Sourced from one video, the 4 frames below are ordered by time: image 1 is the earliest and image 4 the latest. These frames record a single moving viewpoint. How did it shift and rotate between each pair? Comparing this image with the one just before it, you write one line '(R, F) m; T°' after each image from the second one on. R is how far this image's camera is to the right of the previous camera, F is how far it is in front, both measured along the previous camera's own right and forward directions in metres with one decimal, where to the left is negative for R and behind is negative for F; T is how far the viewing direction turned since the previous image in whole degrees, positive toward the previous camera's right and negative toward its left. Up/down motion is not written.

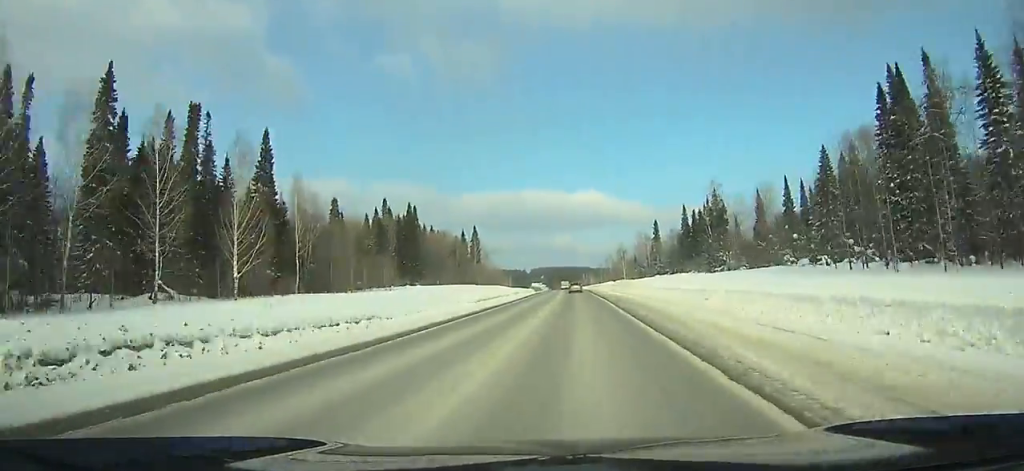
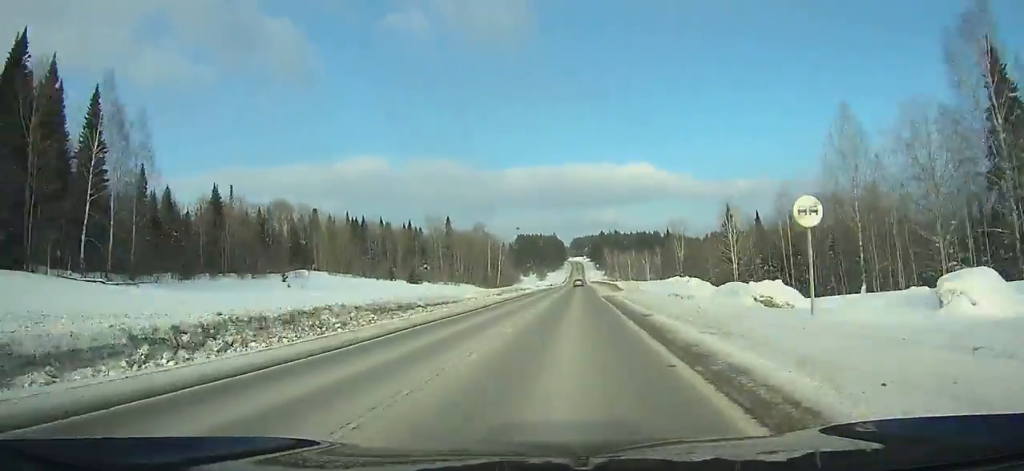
(-7.9, +239.1) m; -4°
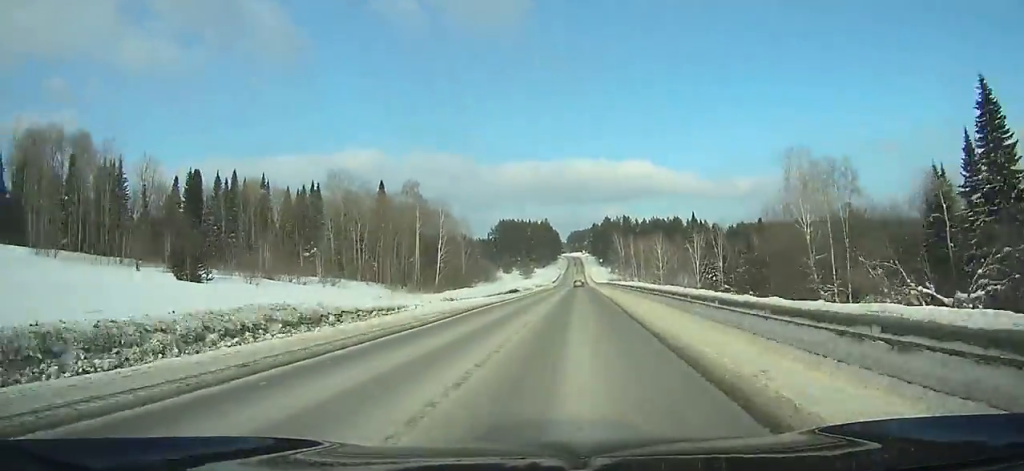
(-0.7, +82.2) m; -1°
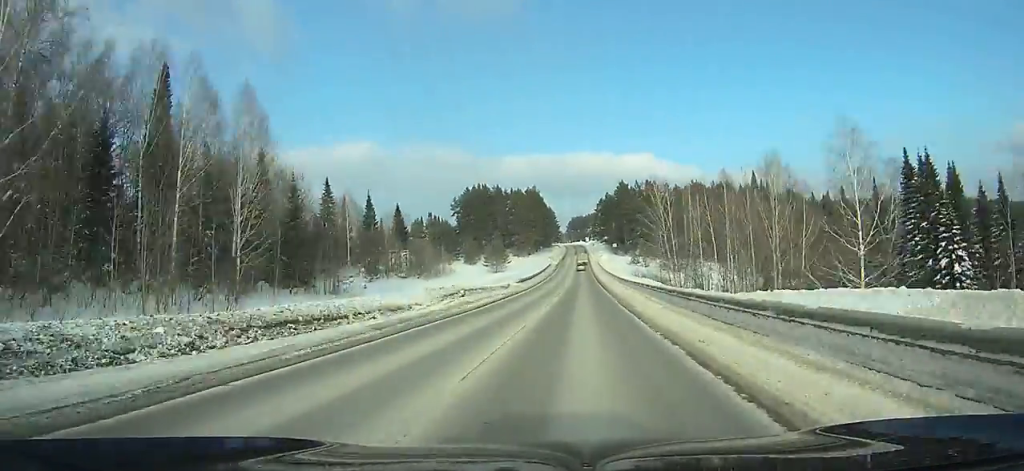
(-0.8, +91.3) m; 0°
